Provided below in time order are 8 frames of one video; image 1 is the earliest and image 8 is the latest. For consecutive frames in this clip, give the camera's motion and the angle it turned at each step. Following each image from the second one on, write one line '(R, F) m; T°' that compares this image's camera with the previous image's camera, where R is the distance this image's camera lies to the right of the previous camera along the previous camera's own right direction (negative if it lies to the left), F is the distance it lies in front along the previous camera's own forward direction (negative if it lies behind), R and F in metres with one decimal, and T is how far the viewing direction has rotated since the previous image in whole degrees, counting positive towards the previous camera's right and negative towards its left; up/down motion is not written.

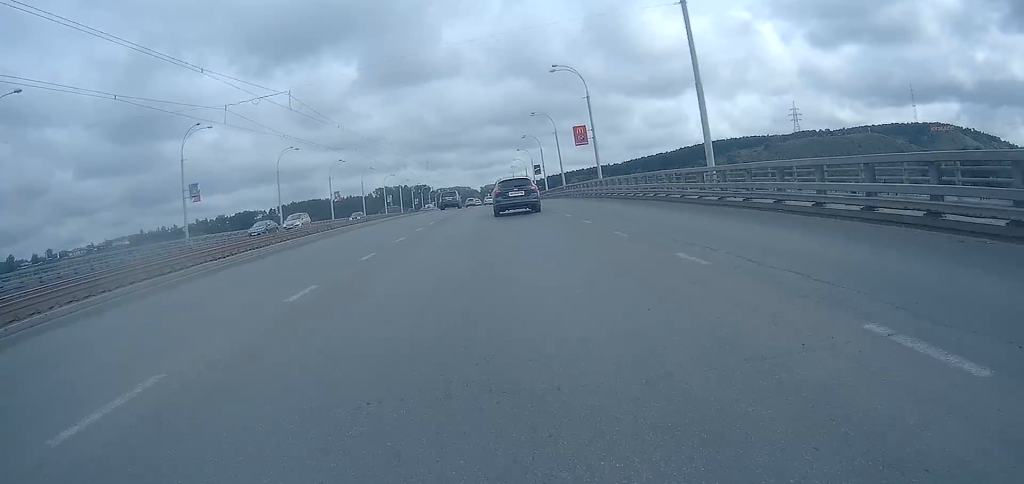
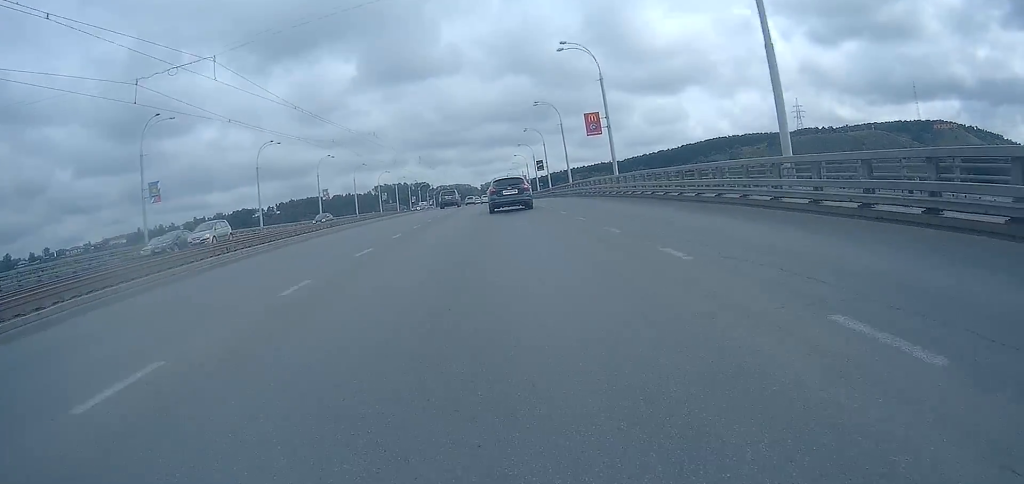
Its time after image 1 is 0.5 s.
(0.0, +8.2) m; 0°
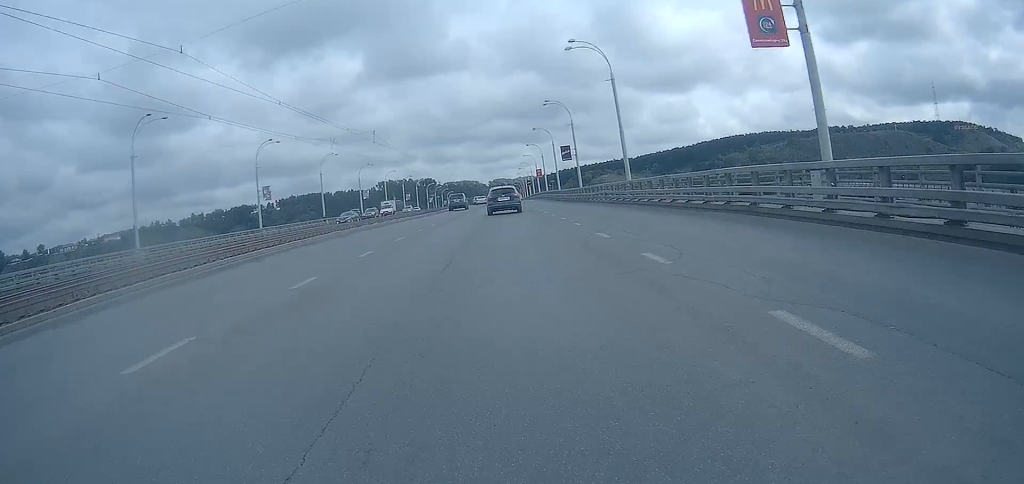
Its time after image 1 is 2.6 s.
(+0.3, +32.8) m; 0°
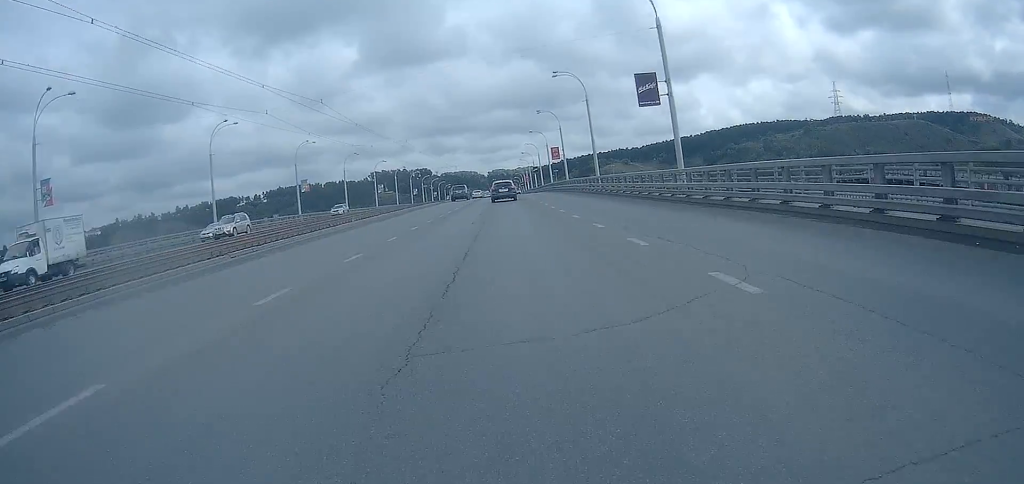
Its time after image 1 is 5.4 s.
(-0.4, +44.5) m; -1°
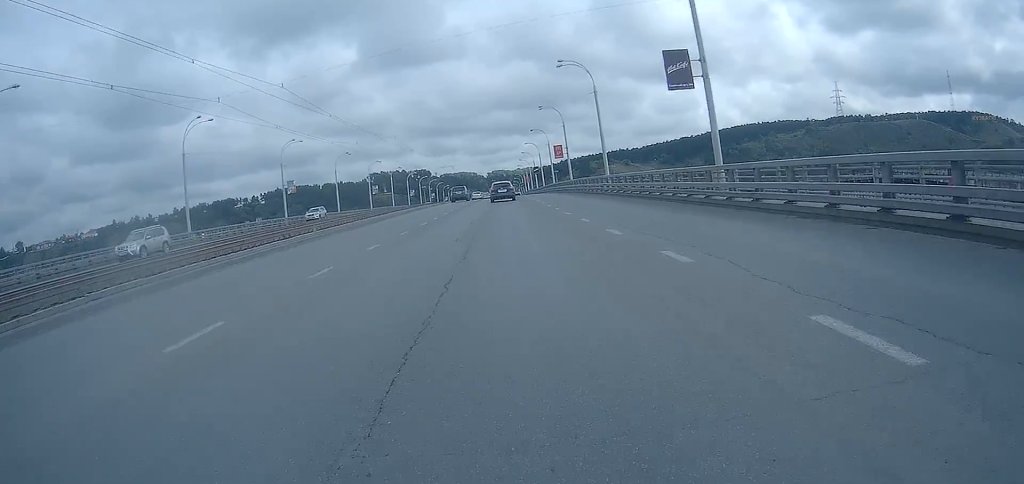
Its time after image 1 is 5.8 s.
(0.0, +7.0) m; 0°
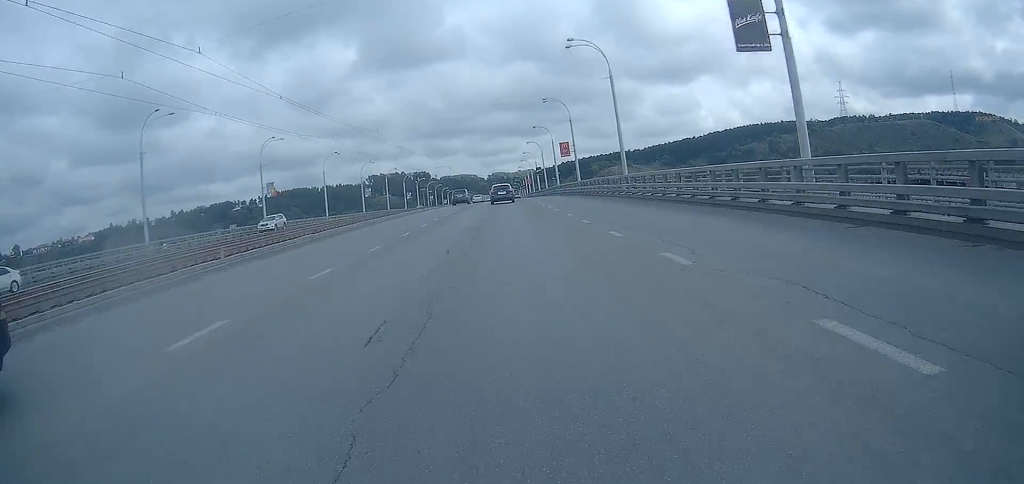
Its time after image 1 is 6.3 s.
(0.0, +8.6) m; 0°
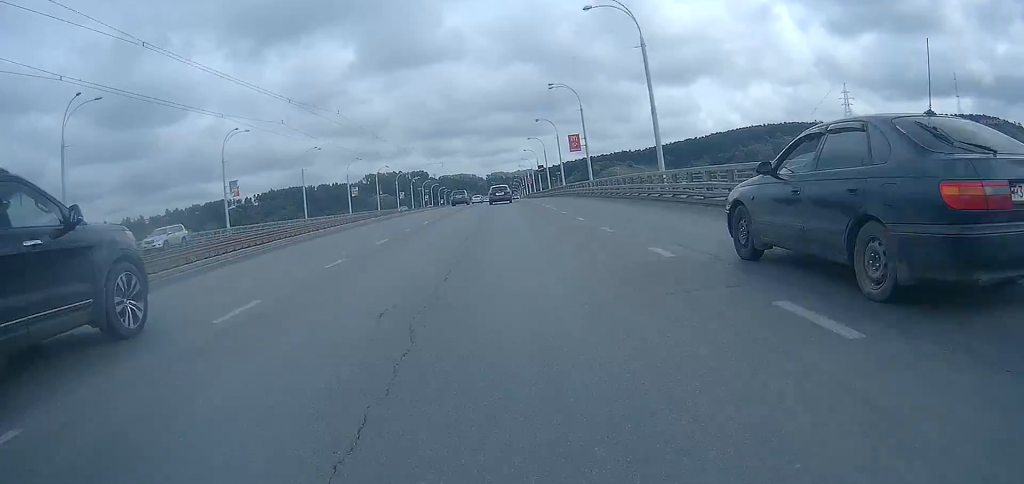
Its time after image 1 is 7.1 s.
(+0.1, +11.8) m; 0°
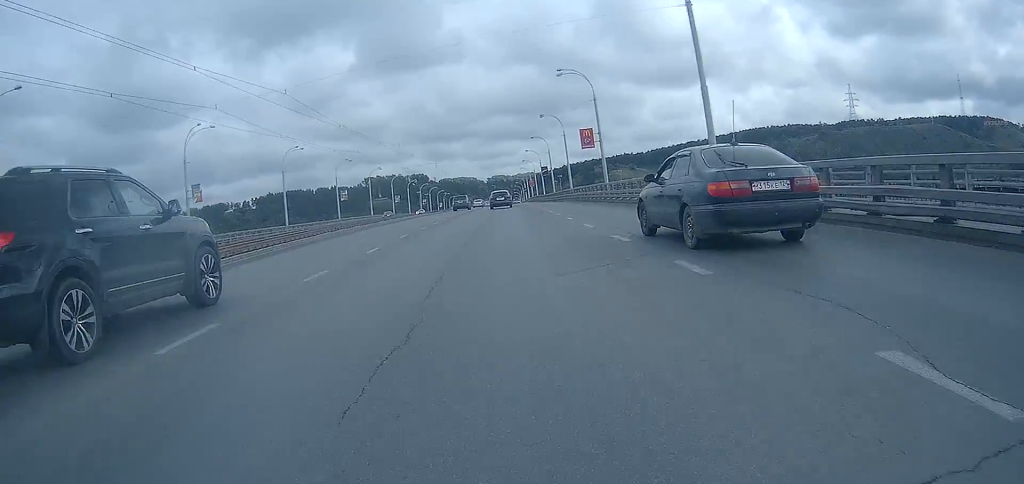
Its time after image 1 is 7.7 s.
(0.0, +9.7) m; 0°
